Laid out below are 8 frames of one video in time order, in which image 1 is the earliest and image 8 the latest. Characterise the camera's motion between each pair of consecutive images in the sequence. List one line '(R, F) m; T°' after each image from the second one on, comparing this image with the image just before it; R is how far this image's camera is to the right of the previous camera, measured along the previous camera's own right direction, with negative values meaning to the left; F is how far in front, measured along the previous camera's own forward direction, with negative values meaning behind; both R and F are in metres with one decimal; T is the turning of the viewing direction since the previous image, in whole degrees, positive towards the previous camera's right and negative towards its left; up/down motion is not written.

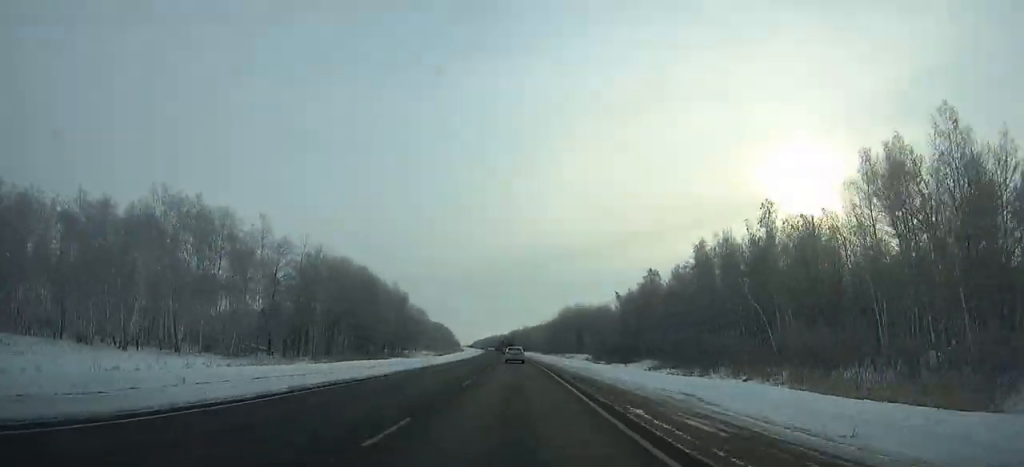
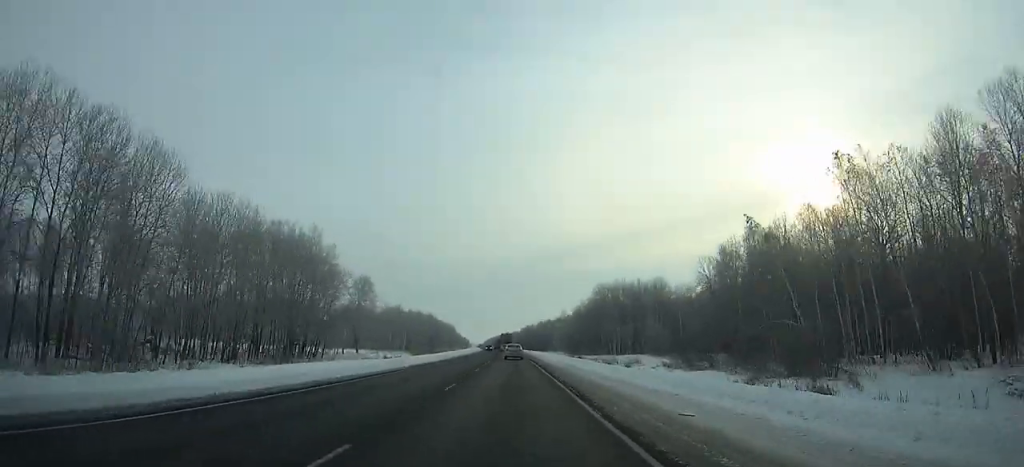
(-0.5, +73.9) m; -1°
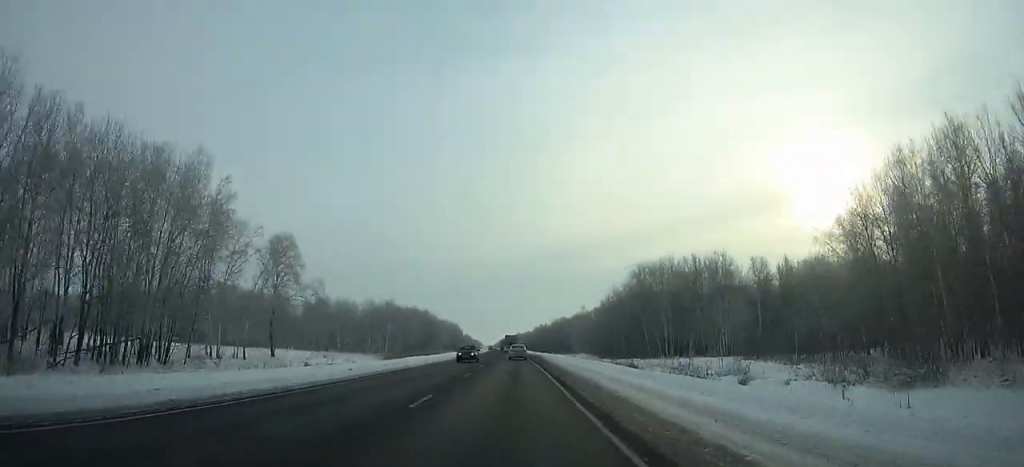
(+0.5, +39.7) m; -1°
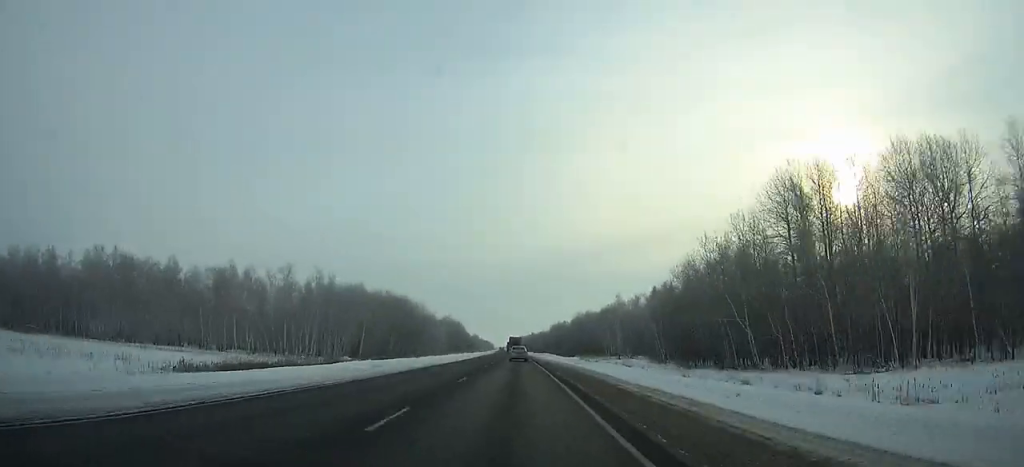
(-1.9, +63.6) m; -1°
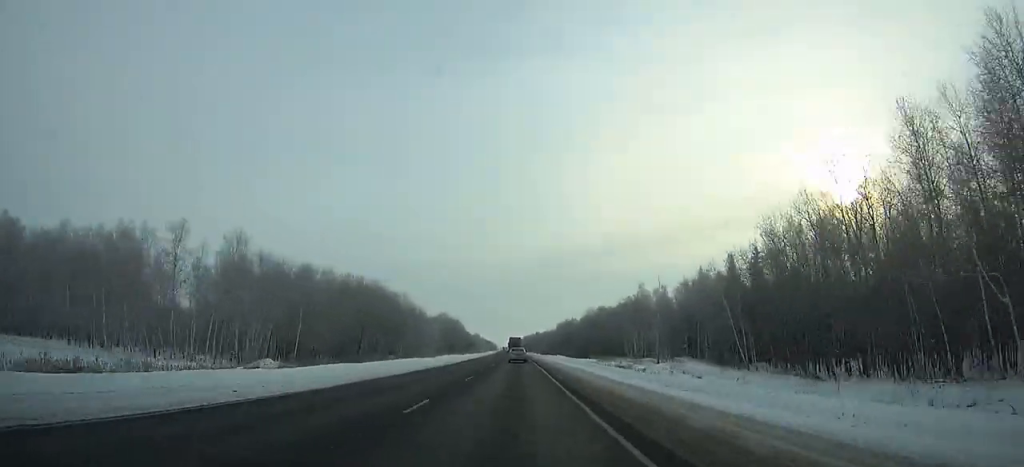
(-0.1, +33.4) m; 0°
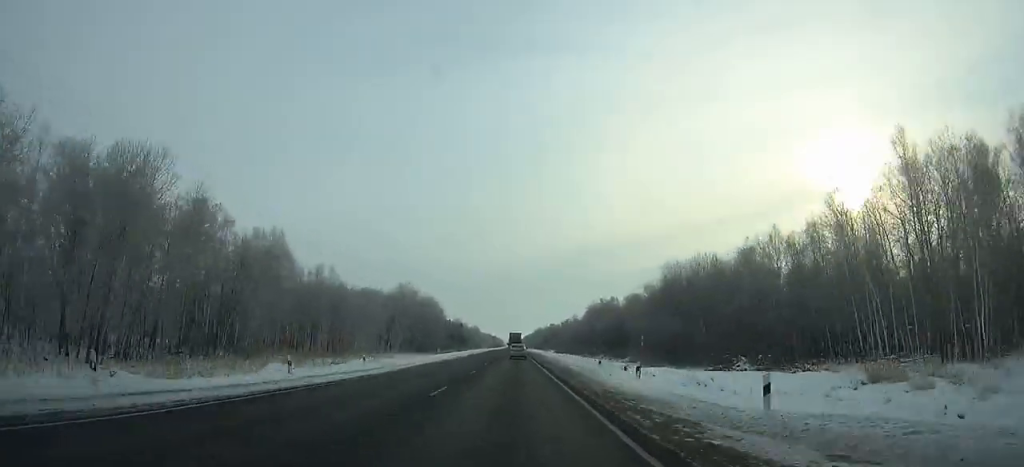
(-0.6, +116.7) m; -1°
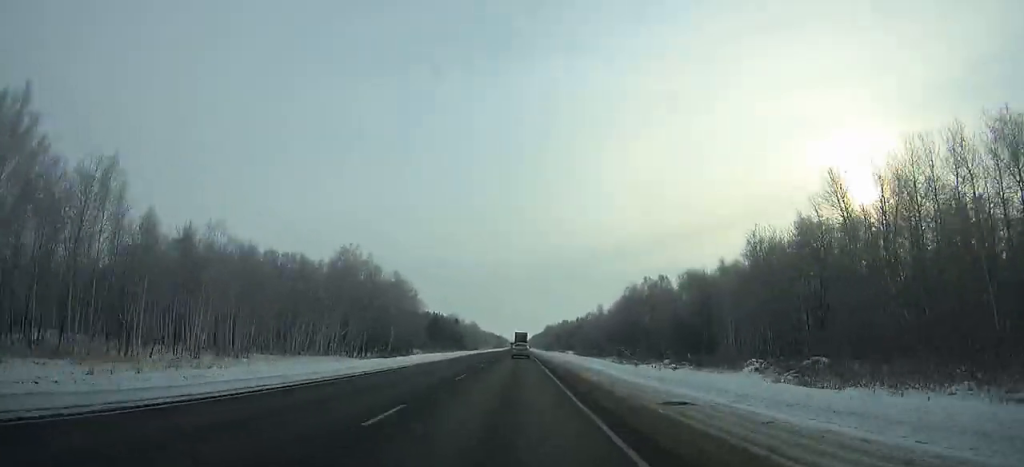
(-0.5, +65.5) m; -1°
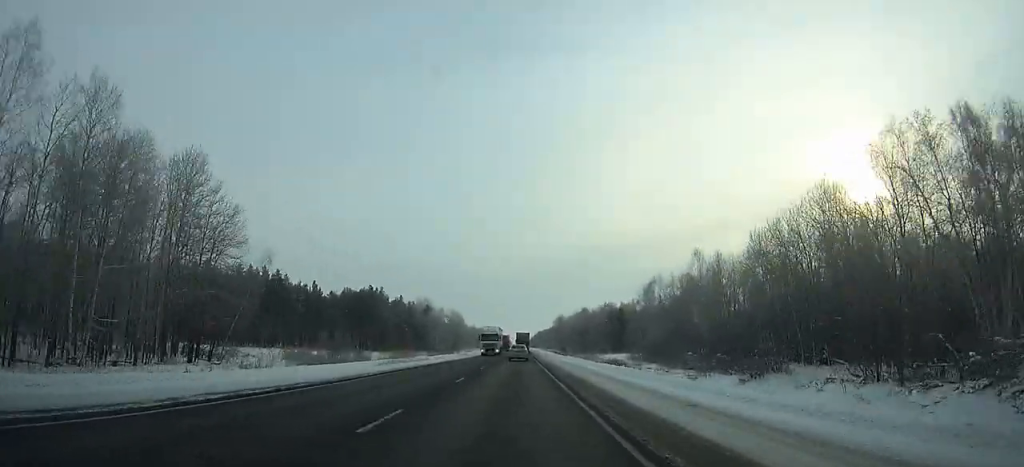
(-0.6, +108.2) m; -1°
